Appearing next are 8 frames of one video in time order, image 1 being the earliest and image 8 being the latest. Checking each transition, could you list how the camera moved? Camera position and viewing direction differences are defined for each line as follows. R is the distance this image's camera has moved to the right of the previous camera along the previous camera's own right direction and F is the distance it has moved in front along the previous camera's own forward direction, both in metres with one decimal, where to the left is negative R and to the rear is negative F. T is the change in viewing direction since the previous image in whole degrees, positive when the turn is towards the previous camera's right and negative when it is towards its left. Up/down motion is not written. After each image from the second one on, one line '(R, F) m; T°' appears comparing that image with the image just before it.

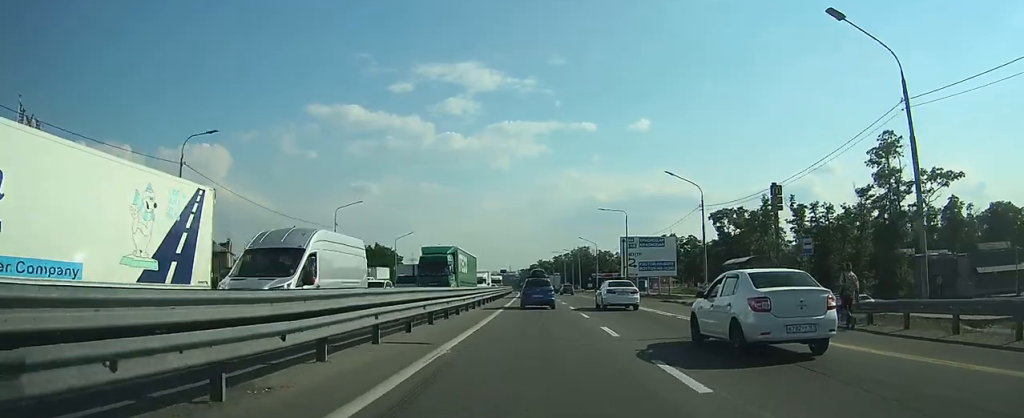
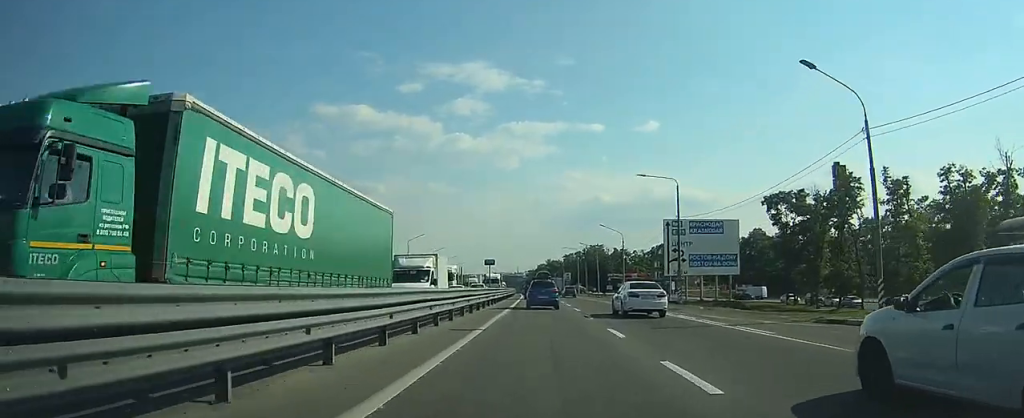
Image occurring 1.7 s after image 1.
(+0.6, +22.4) m; +3°
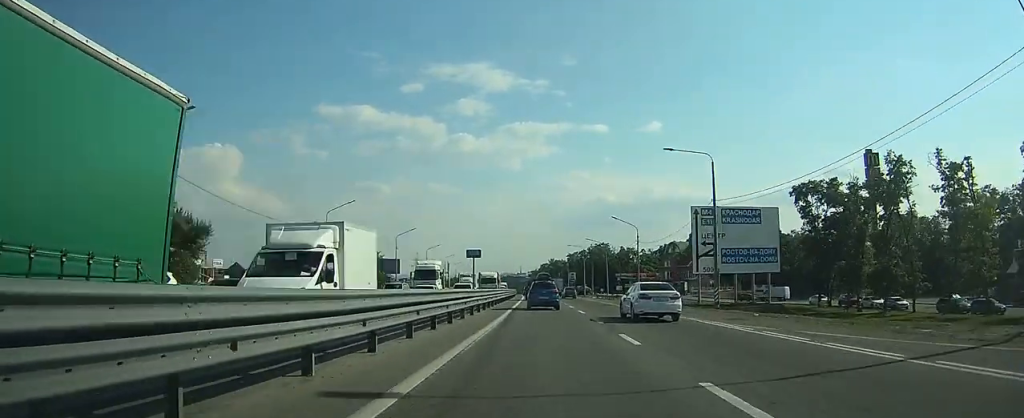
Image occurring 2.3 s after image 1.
(+0.1, +9.5) m; 0°
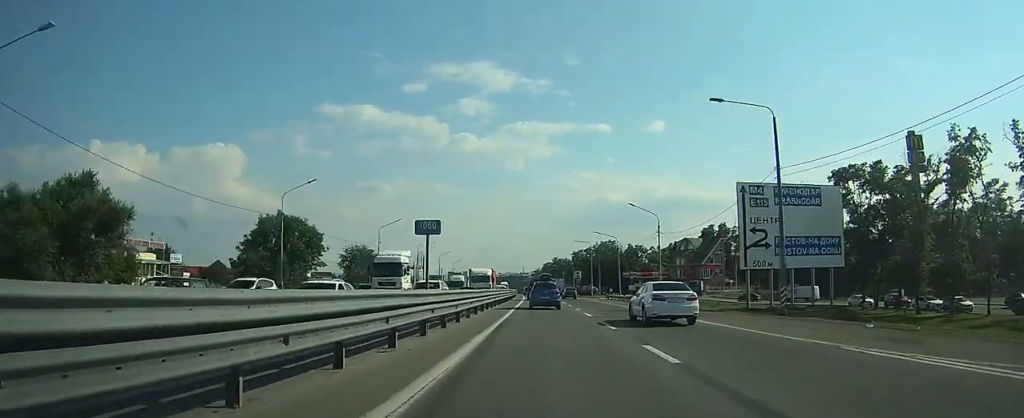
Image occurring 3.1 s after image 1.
(0.0, +10.7) m; -1°
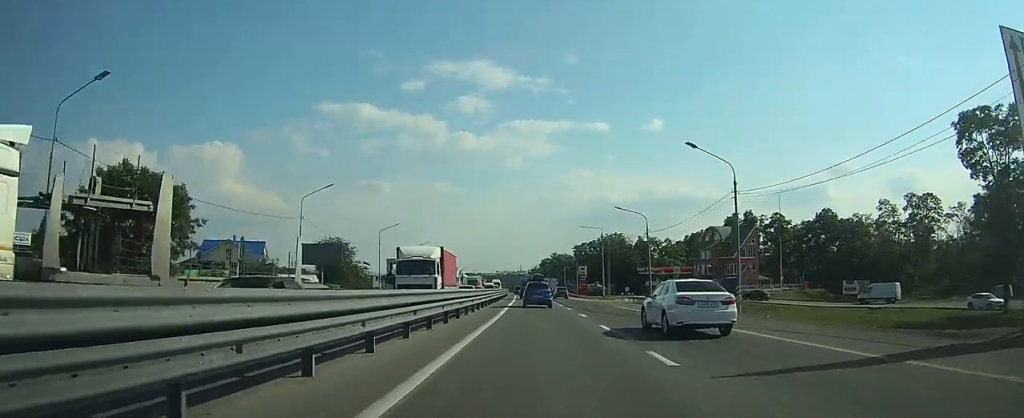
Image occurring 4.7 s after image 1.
(-0.3, +24.3) m; -1°
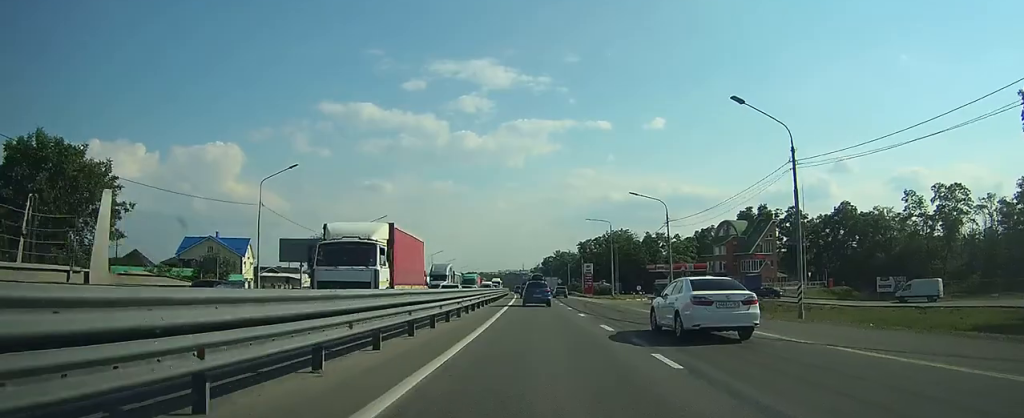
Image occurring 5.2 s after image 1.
(0.0, +8.4) m; 0°
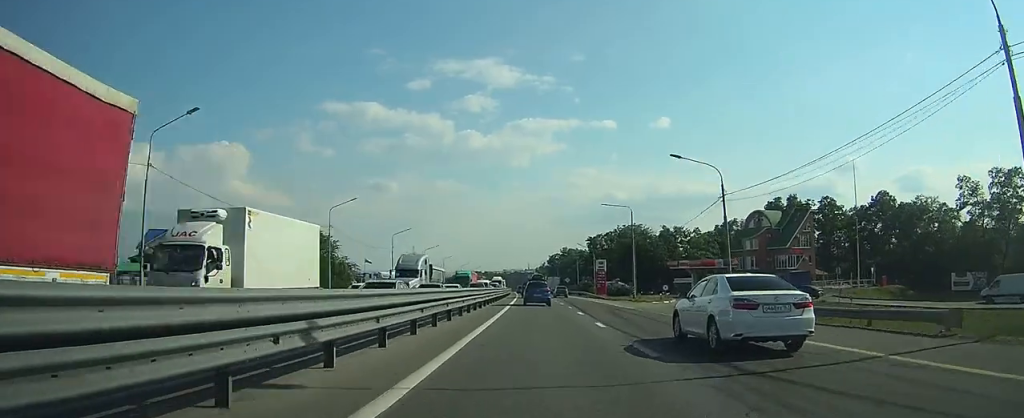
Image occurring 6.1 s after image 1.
(0.0, +14.4) m; 0°
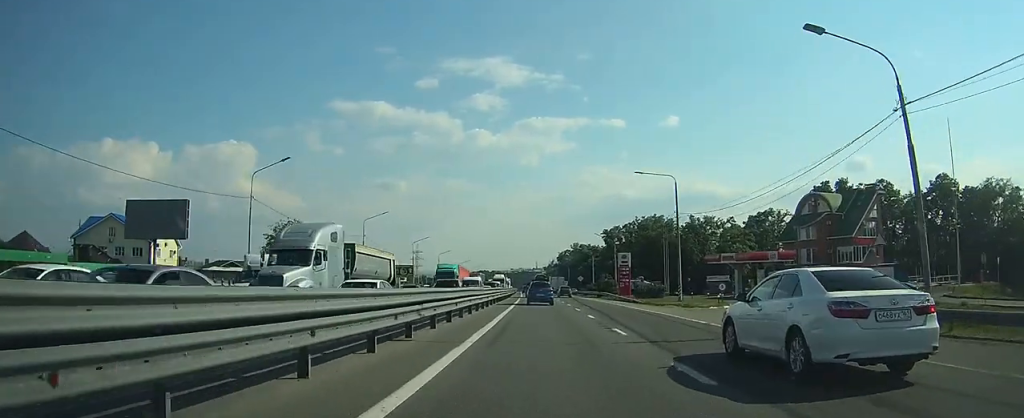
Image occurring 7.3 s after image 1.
(+0.1, +19.2) m; 0°
